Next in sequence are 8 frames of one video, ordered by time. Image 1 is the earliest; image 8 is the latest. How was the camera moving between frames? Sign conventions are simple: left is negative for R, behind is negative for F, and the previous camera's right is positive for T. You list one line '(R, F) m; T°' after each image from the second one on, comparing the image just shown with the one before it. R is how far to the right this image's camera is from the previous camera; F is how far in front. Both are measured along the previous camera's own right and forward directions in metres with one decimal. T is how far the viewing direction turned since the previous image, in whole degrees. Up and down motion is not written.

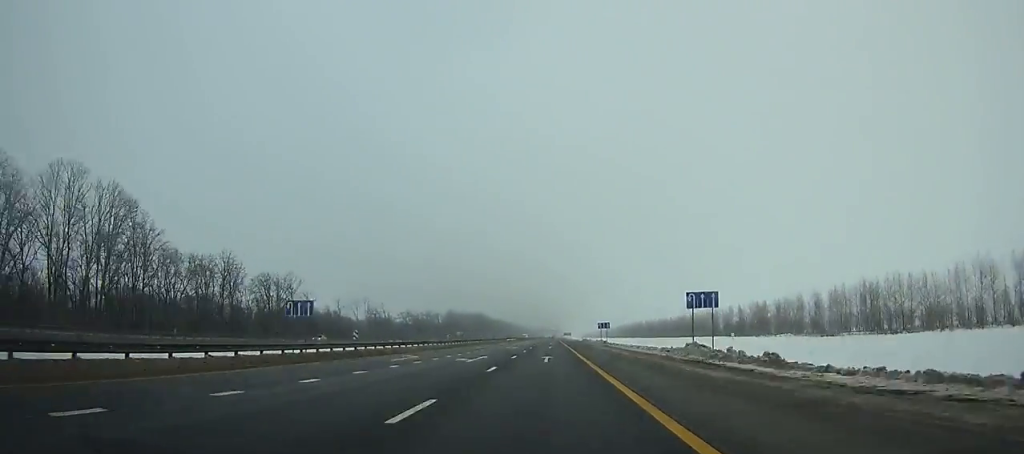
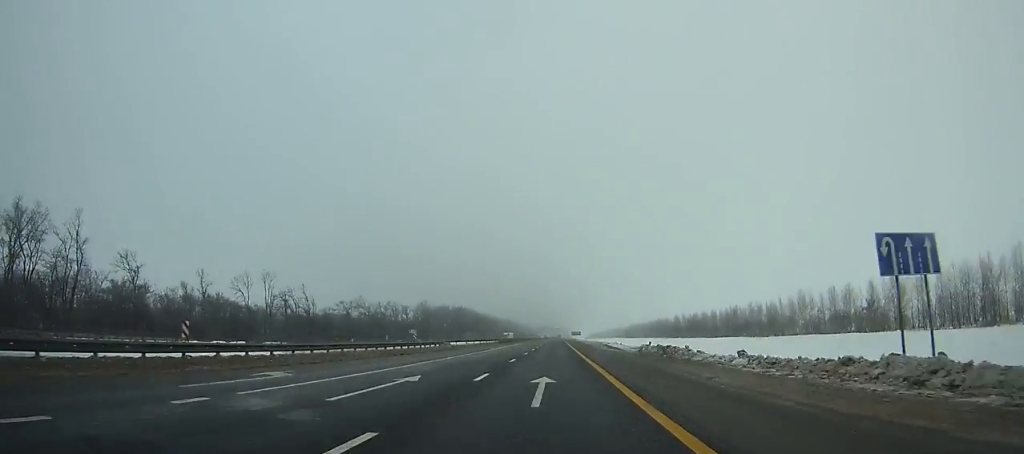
(-0.1, +75.6) m; 0°
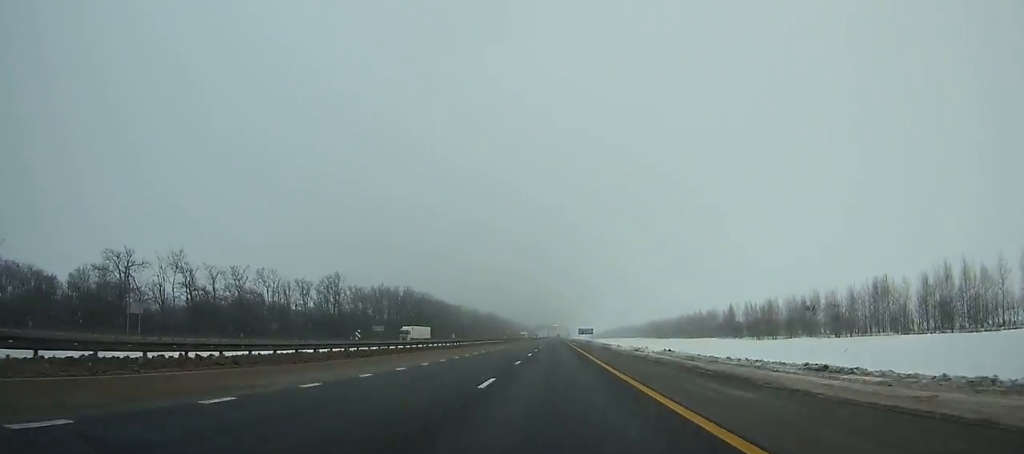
(0.0, +99.6) m; 0°
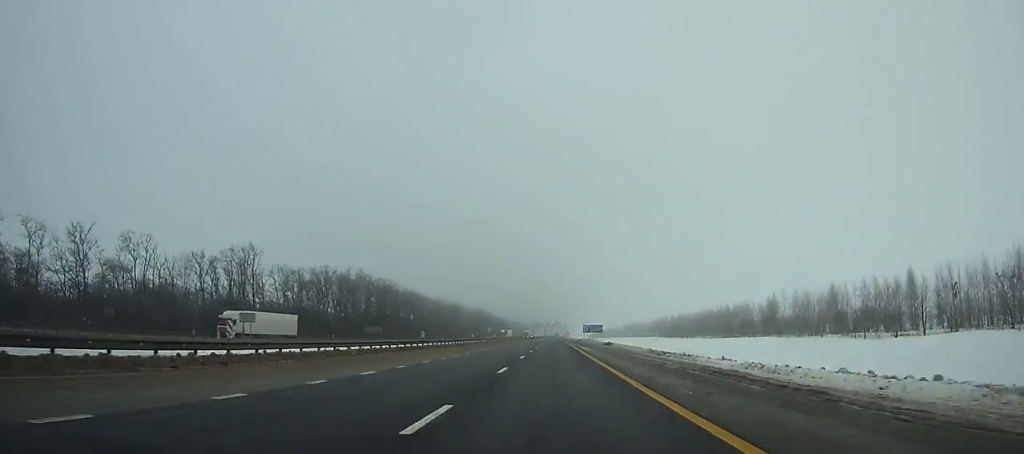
(+0.1, +43.0) m; 0°
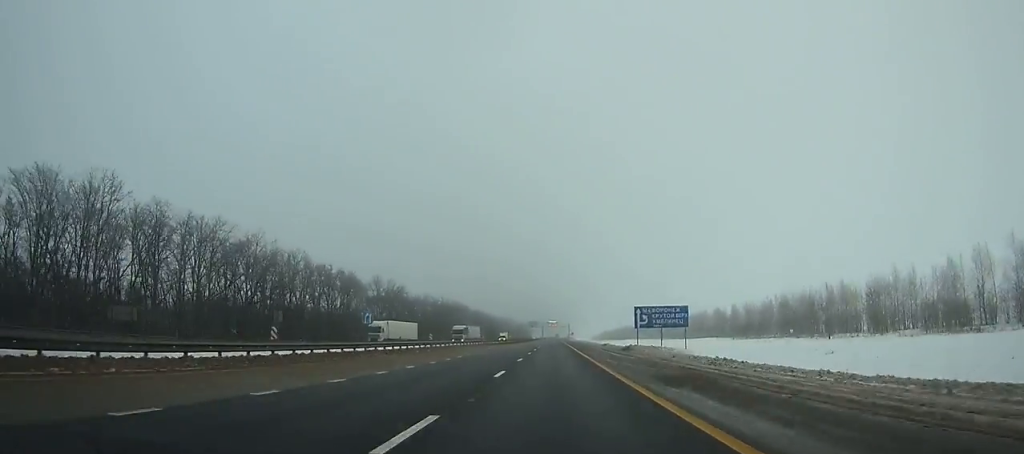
(+0.1, +85.6) m; 0°
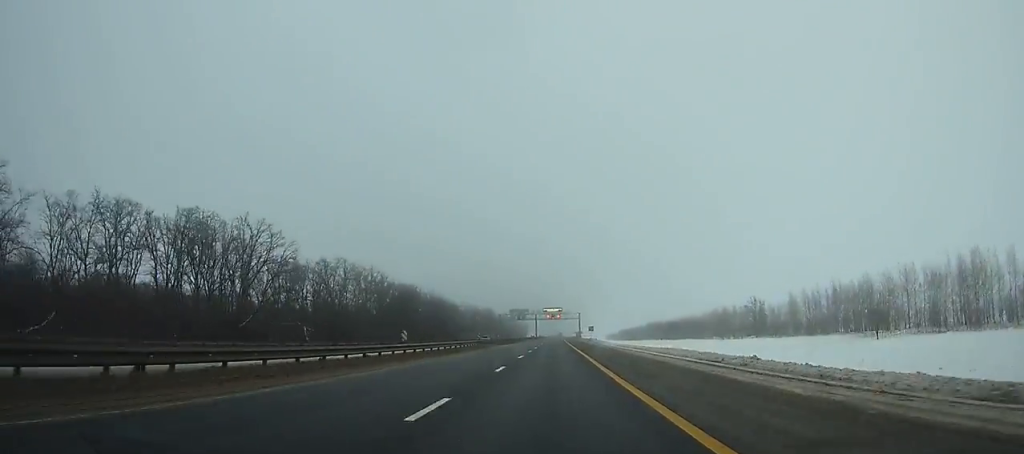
(-0.3, +140.2) m; 0°
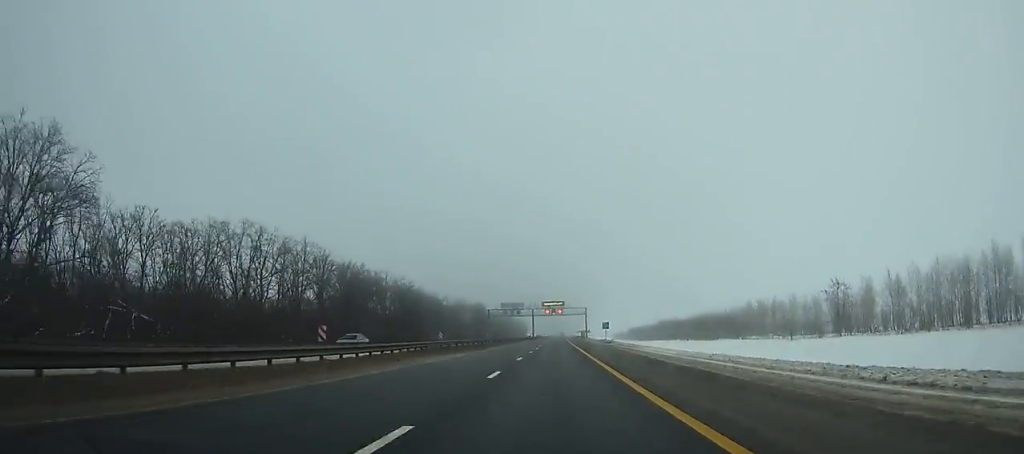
(0.0, +39.3) m; 0°
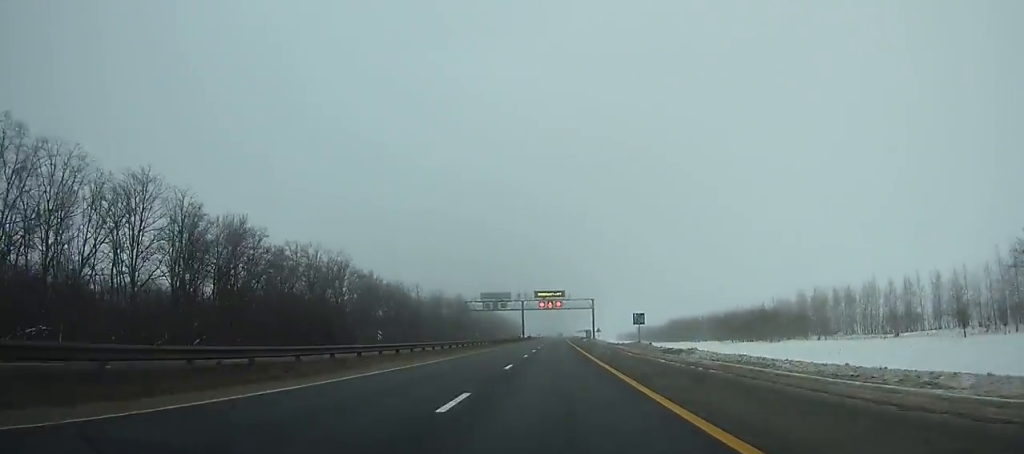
(0.0, +44.4) m; 0°
